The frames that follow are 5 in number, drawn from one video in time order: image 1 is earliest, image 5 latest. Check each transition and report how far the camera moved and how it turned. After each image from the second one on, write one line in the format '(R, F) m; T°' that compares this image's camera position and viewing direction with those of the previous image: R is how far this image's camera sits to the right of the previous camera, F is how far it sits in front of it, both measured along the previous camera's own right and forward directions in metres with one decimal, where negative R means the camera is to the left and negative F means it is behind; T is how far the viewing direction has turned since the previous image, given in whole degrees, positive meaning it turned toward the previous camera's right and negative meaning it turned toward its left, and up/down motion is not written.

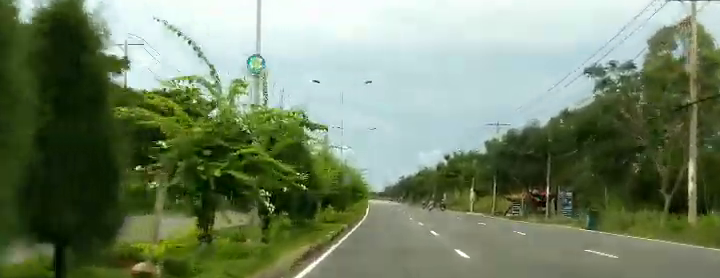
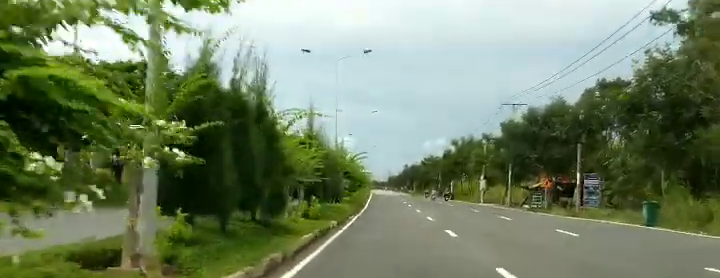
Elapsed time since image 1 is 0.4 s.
(+0.1, +8.2) m; 0°
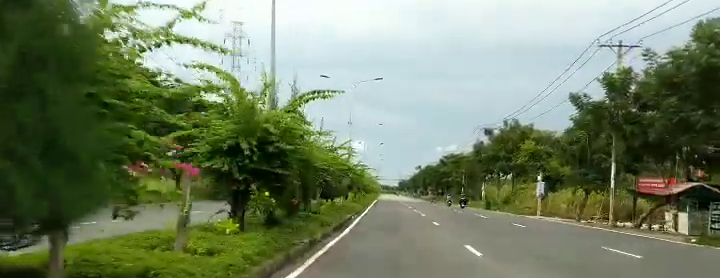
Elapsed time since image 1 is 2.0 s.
(+0.5, +29.3) m; -1°
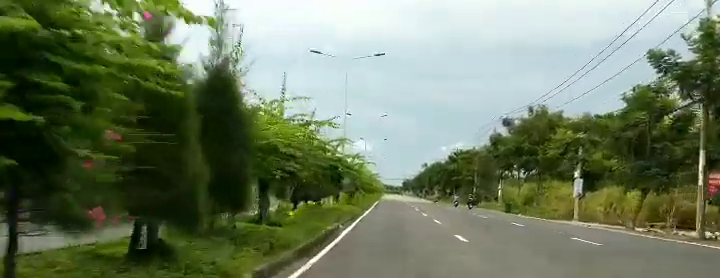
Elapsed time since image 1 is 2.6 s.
(-0.3, +10.1) m; -1°
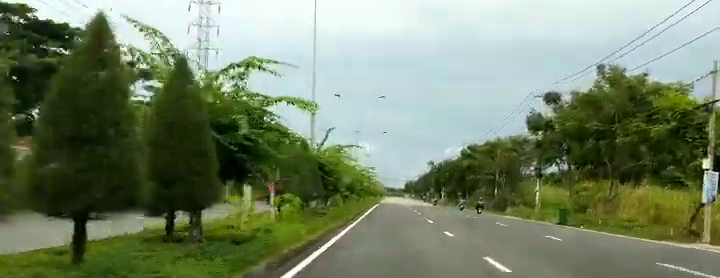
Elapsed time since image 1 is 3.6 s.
(-0.4, +17.9) m; +2°
